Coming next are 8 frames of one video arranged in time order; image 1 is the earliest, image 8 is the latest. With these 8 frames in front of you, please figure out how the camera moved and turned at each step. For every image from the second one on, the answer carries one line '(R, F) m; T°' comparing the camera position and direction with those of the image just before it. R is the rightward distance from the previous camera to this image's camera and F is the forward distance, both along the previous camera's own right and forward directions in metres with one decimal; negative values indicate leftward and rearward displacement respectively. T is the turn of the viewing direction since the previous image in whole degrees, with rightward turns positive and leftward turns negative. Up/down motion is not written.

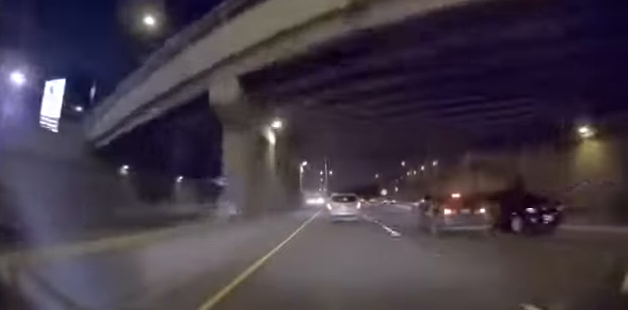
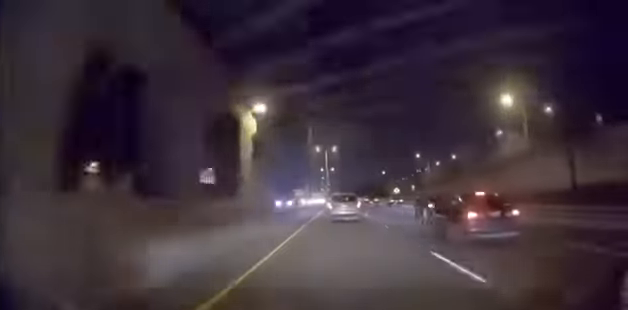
(0.0, +19.7) m; 0°
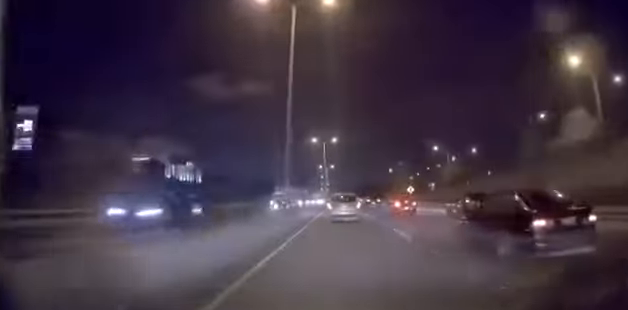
(0.0, +18.7) m; 0°
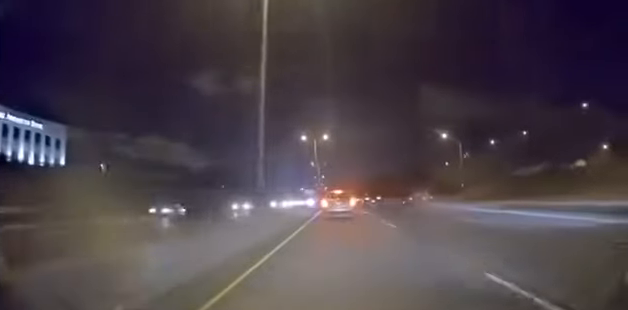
(-0.5, +73.5) m; 0°
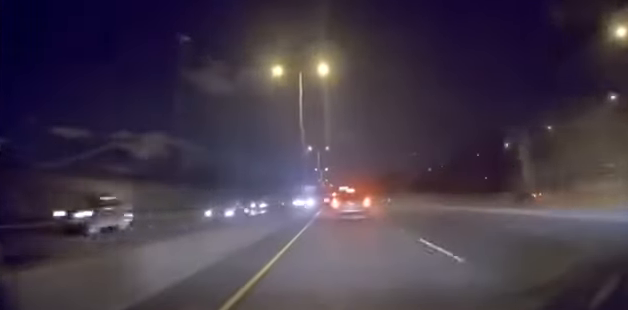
(+0.2, +50.3) m; -1°
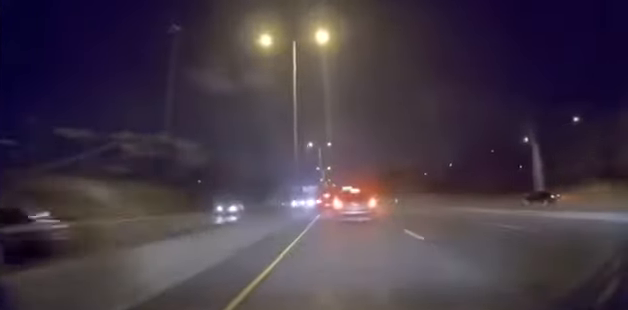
(-0.1, +9.8) m; 0°
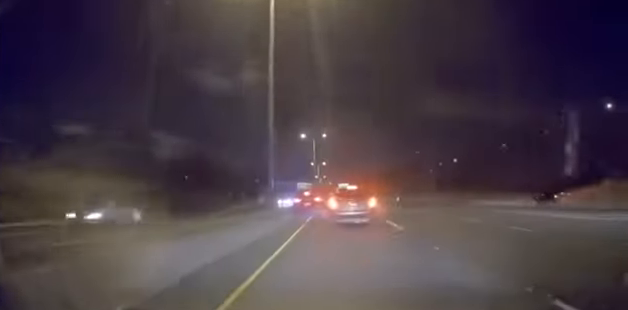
(0.0, +11.9) m; 0°
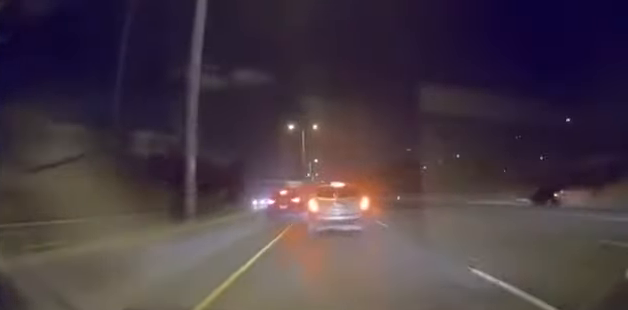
(+0.1, +13.7) m; 0°
